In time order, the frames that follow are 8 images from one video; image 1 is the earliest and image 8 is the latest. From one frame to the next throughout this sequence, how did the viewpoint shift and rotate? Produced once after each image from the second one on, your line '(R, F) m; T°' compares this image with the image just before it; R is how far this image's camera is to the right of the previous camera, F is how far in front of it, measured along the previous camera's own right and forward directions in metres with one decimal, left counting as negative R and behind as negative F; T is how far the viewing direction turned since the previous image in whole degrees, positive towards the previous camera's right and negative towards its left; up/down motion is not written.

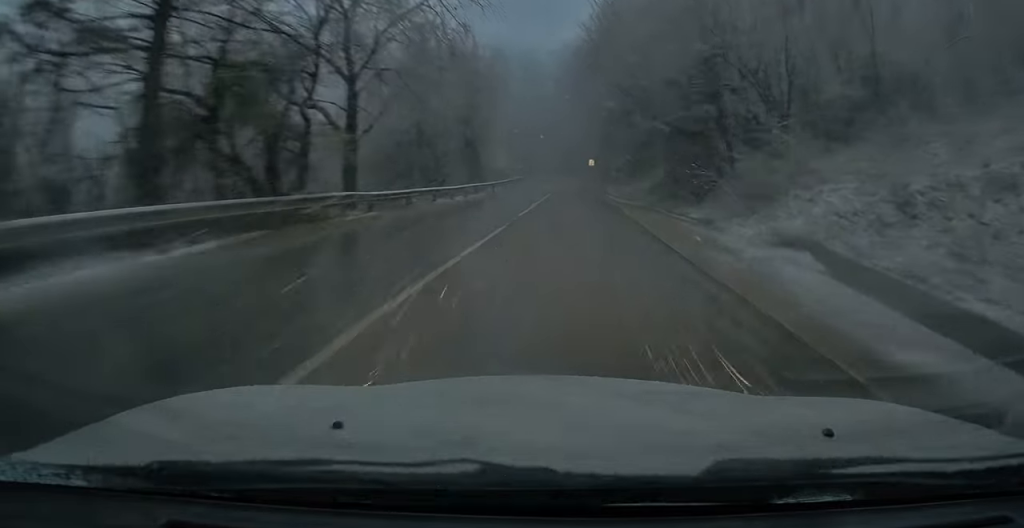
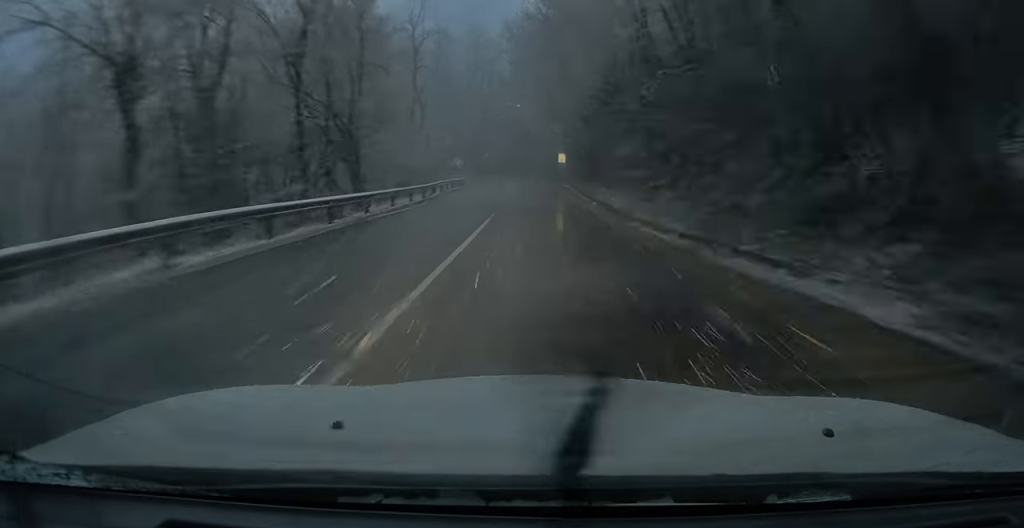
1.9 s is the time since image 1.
(+0.9, +25.5) m; +3°
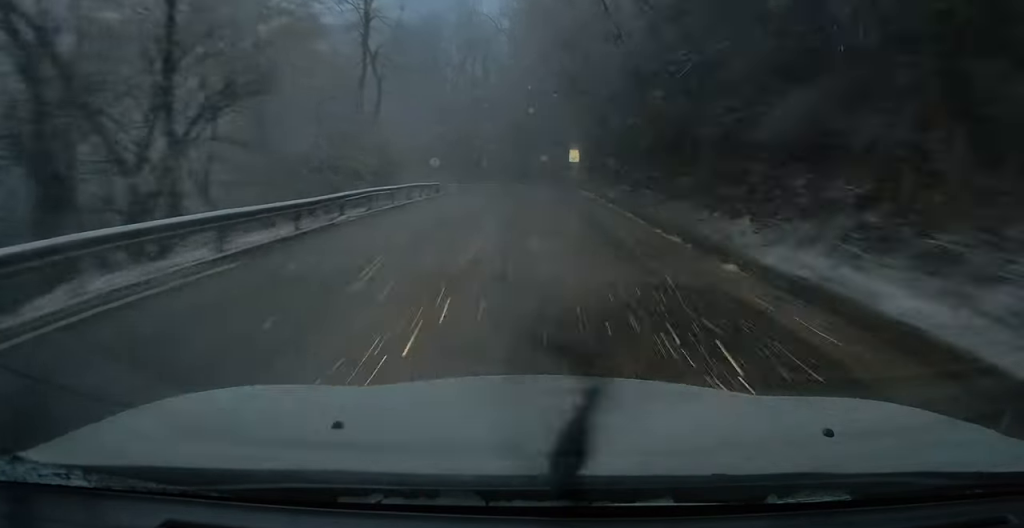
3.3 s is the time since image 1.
(+0.1, +17.0) m; +1°
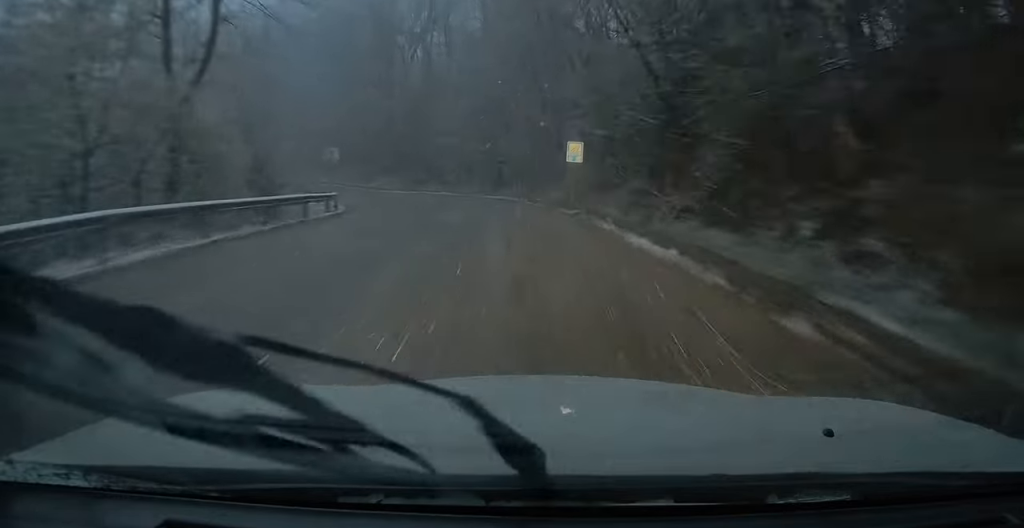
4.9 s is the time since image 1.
(+0.3, +19.6) m; +1°
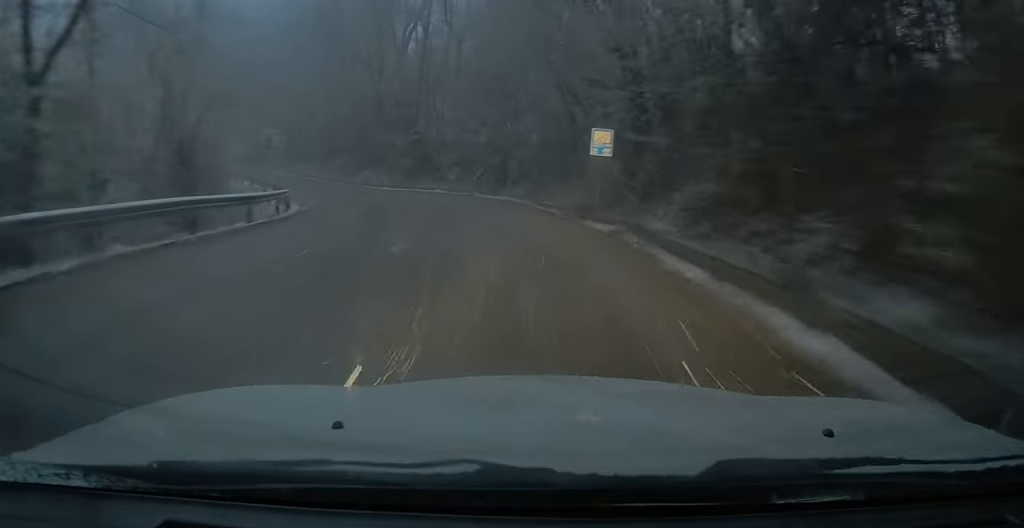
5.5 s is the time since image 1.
(+0.1, +7.1) m; -4°
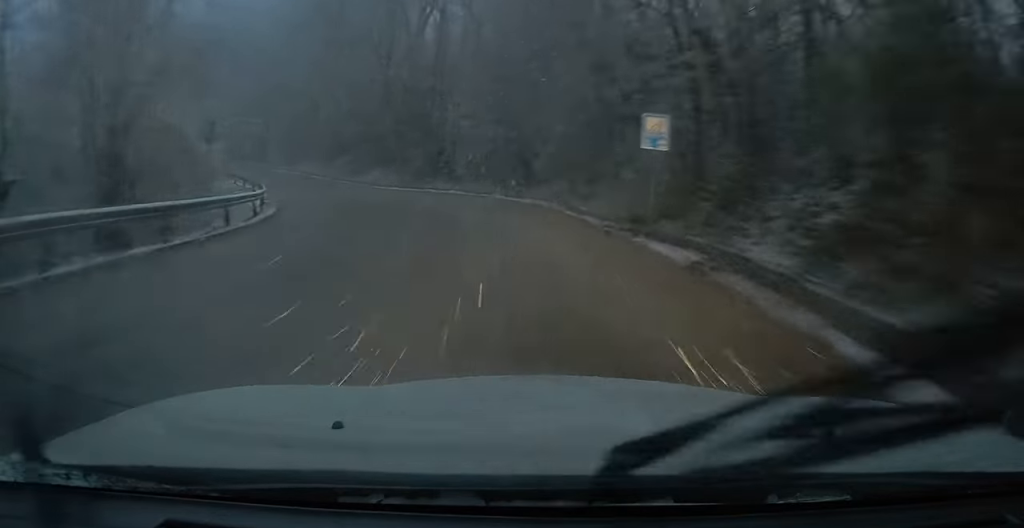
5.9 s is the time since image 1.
(0.0, +5.1) m; -4°
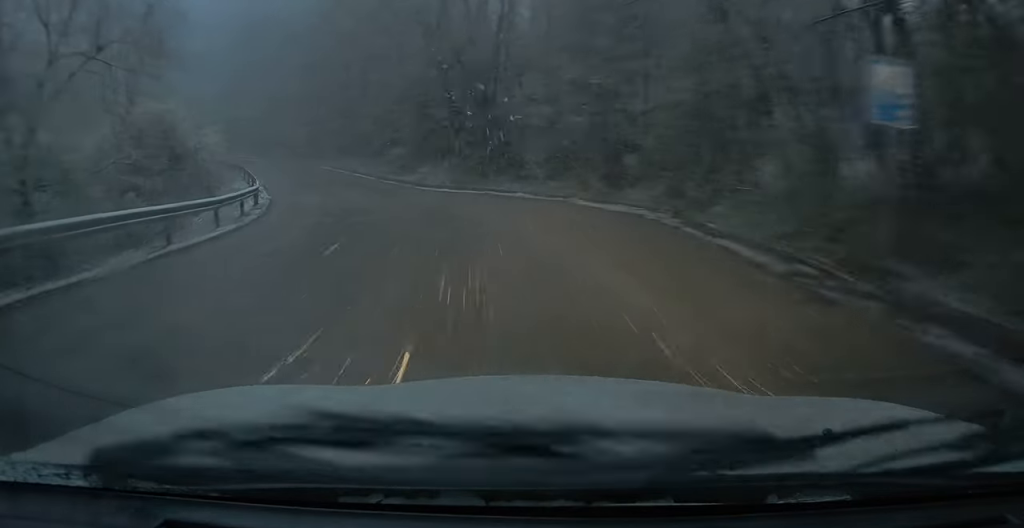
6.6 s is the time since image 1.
(-0.7, +8.3) m; -8°
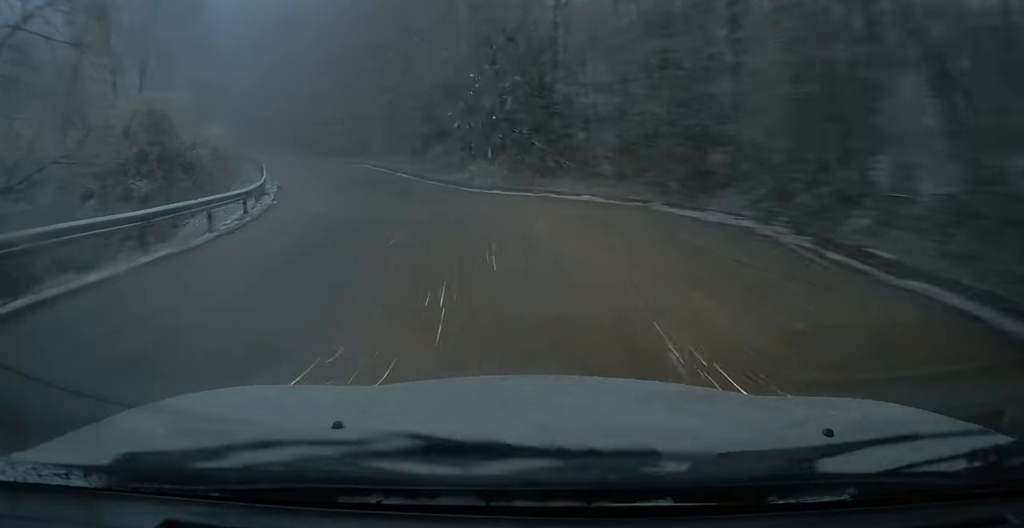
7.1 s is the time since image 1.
(-0.3, +5.2) m; -5°
